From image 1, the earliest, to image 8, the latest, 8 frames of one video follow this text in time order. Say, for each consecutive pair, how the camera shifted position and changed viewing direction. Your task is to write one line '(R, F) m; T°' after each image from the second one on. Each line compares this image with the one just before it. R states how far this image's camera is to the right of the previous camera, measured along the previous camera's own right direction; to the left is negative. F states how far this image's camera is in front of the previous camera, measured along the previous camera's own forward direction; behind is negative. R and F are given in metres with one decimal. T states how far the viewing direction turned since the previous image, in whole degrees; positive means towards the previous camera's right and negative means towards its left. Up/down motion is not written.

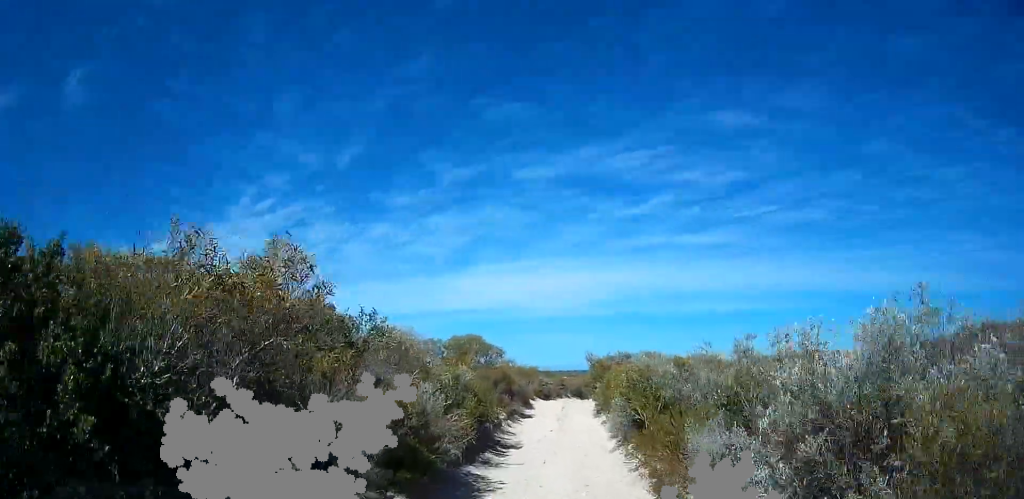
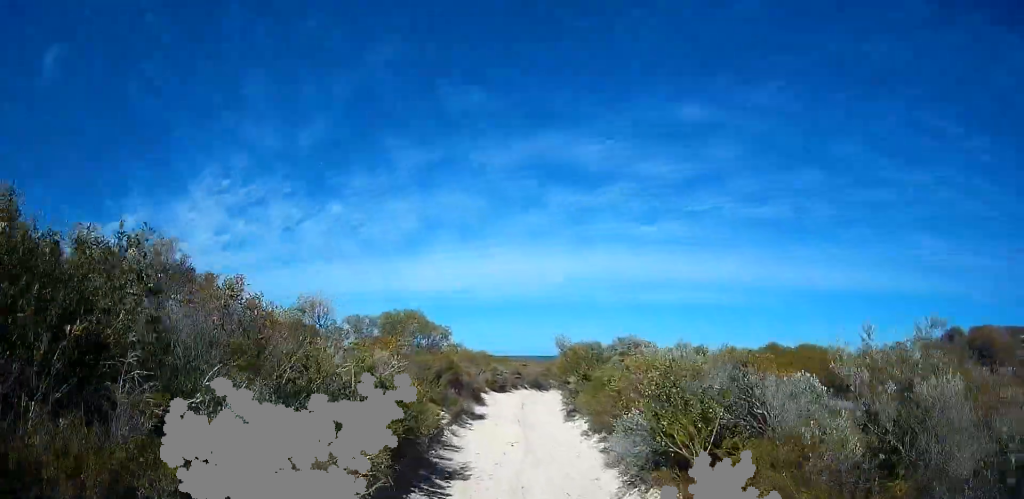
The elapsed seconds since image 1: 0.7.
(+0.5, +4.8) m; +4°
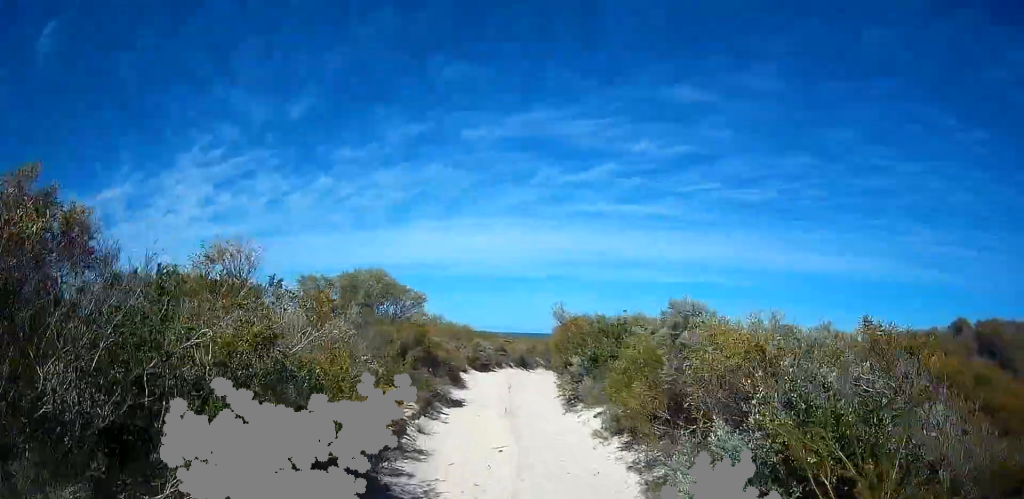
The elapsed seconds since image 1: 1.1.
(+0.2, +3.2) m; +2°
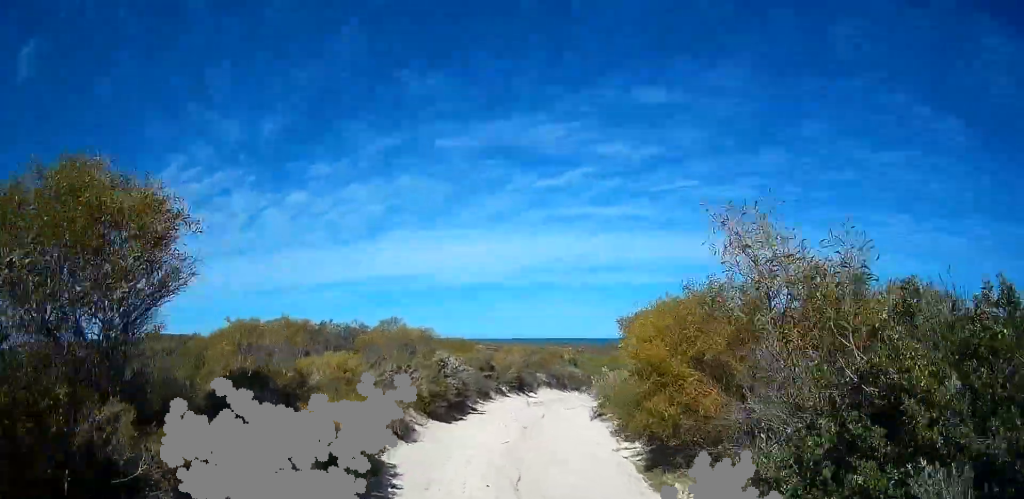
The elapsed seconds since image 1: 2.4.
(+0.3, +10.5) m; +5°
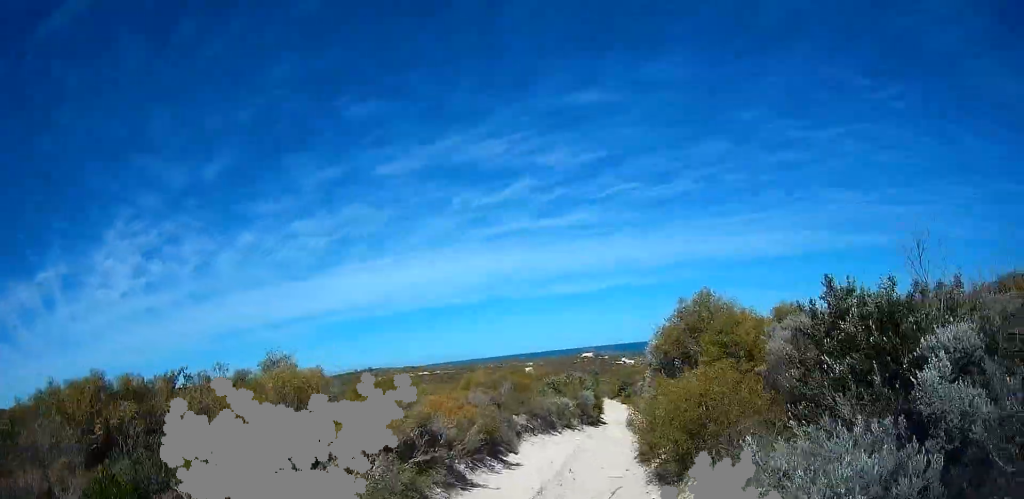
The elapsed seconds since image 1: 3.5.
(+0.3, +8.0) m; +3°
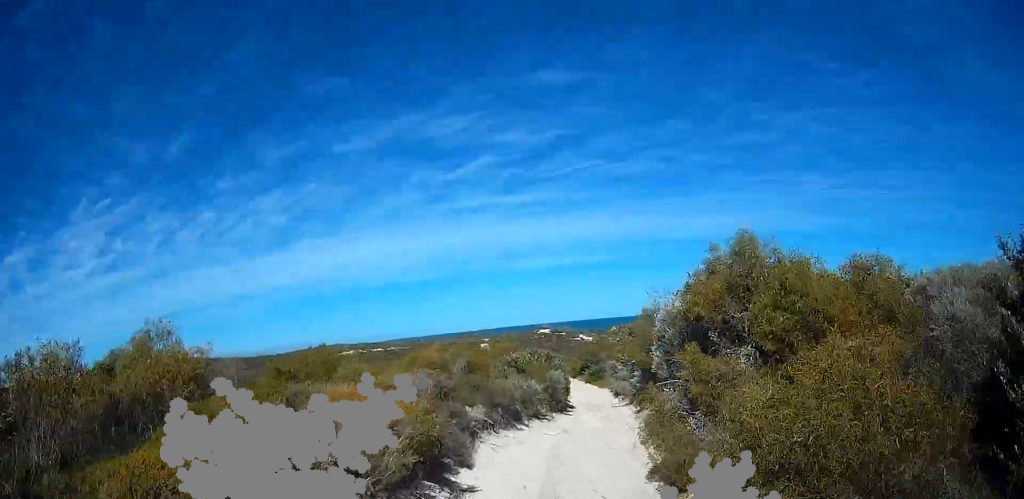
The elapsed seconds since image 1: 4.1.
(0.0, +3.5) m; 0°
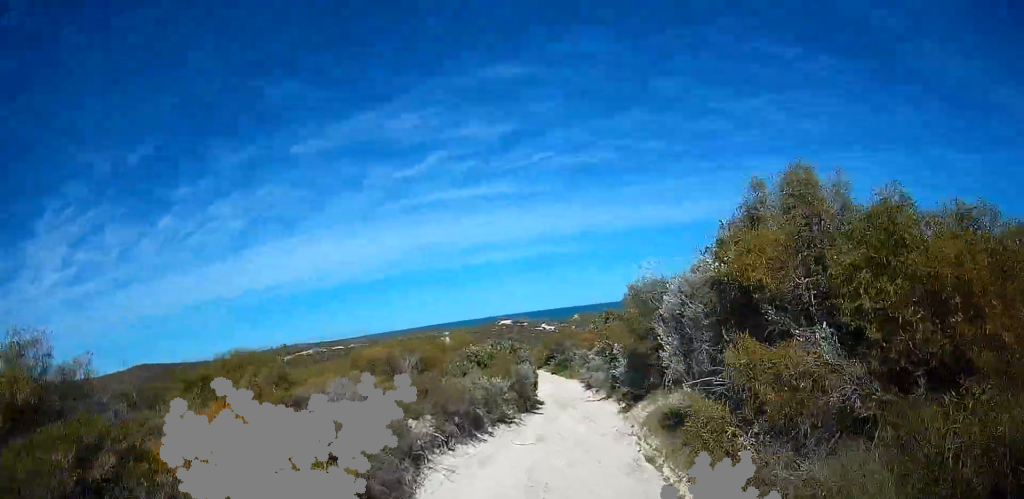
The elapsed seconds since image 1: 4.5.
(0.0, +2.0) m; 0°
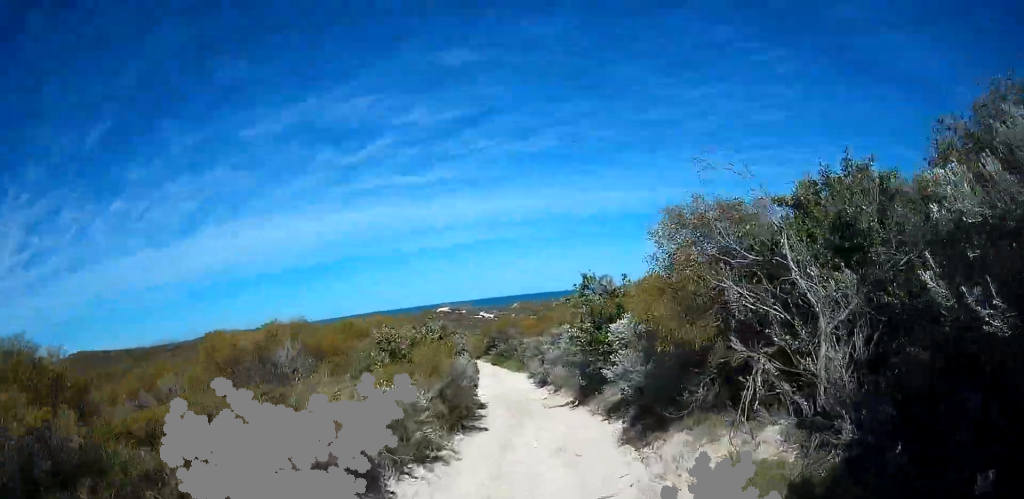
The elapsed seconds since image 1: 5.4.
(0.0, +4.0) m; 0°
